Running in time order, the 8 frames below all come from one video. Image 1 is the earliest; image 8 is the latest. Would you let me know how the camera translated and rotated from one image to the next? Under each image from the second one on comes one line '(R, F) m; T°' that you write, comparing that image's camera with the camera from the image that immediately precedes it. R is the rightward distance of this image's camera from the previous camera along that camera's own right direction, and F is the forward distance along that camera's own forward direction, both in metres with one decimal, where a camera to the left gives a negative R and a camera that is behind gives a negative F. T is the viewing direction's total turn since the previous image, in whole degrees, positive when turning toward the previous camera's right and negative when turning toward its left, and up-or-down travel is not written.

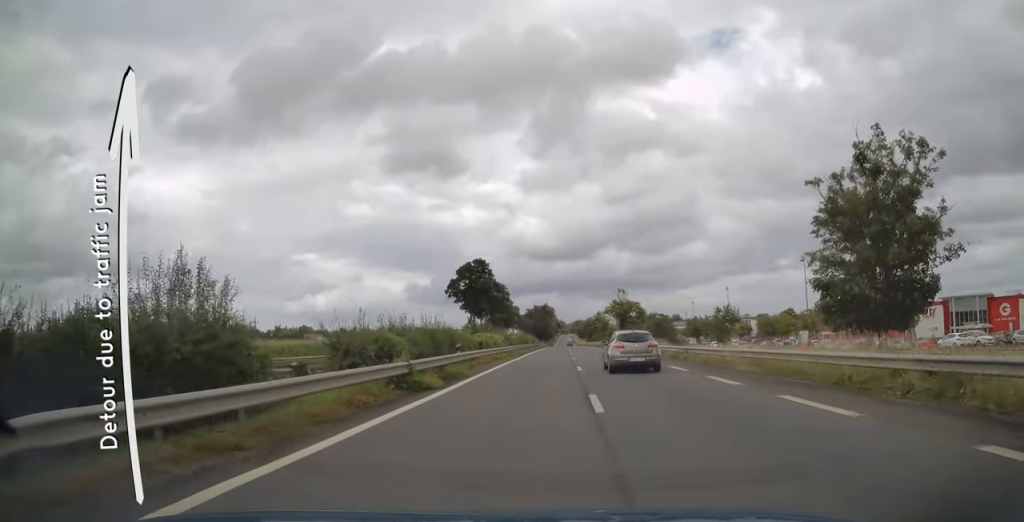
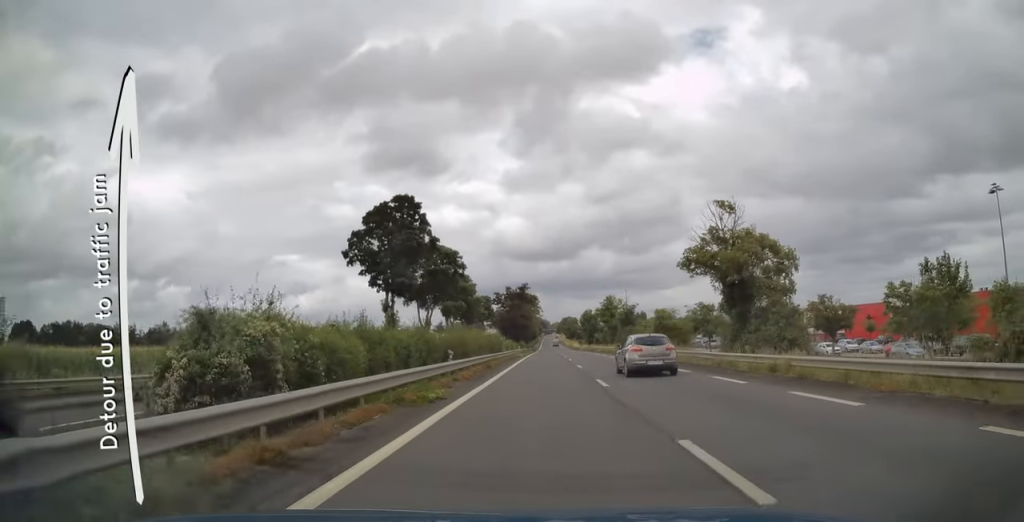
(+0.6, +57.5) m; +1°
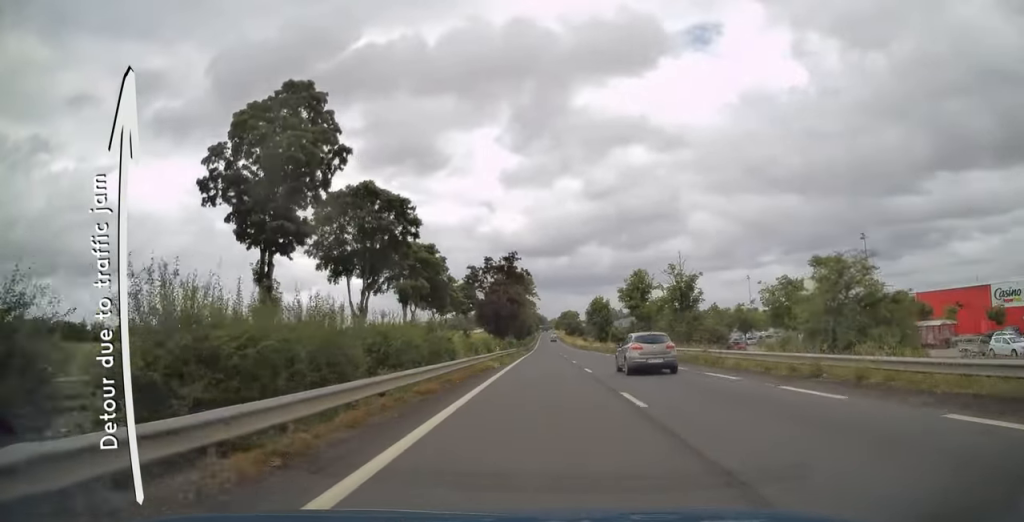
(0.0, +31.9) m; 0°
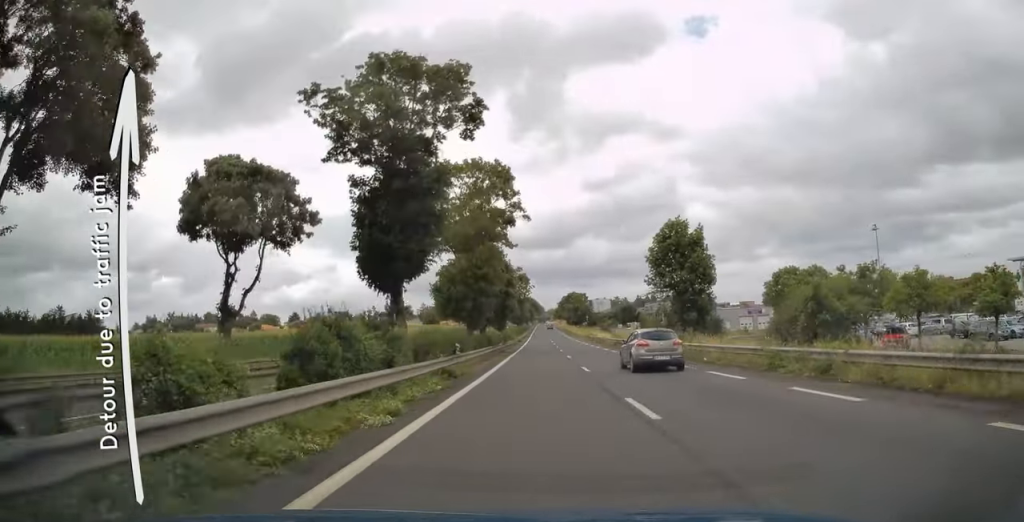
(+1.0, +66.3) m; +1°
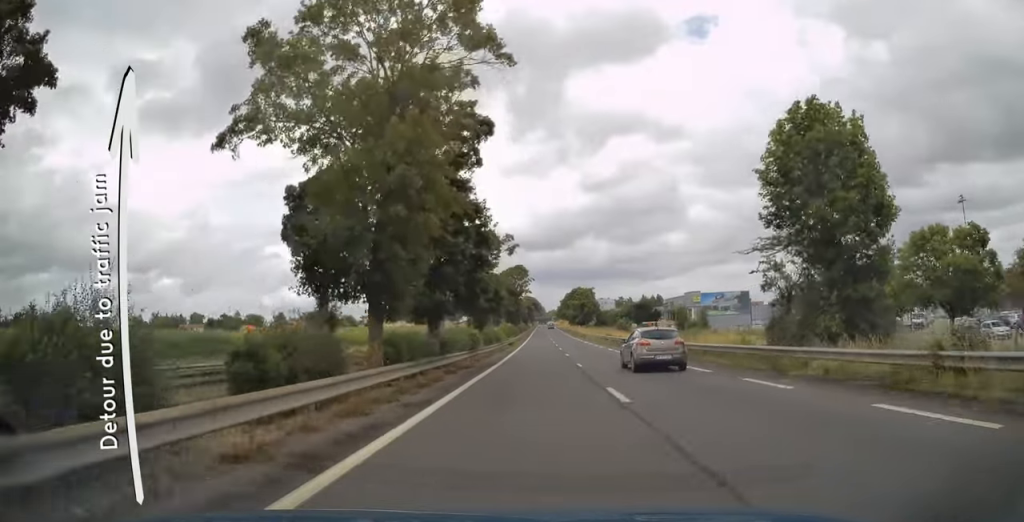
(0.0, +23.3) m; -1°
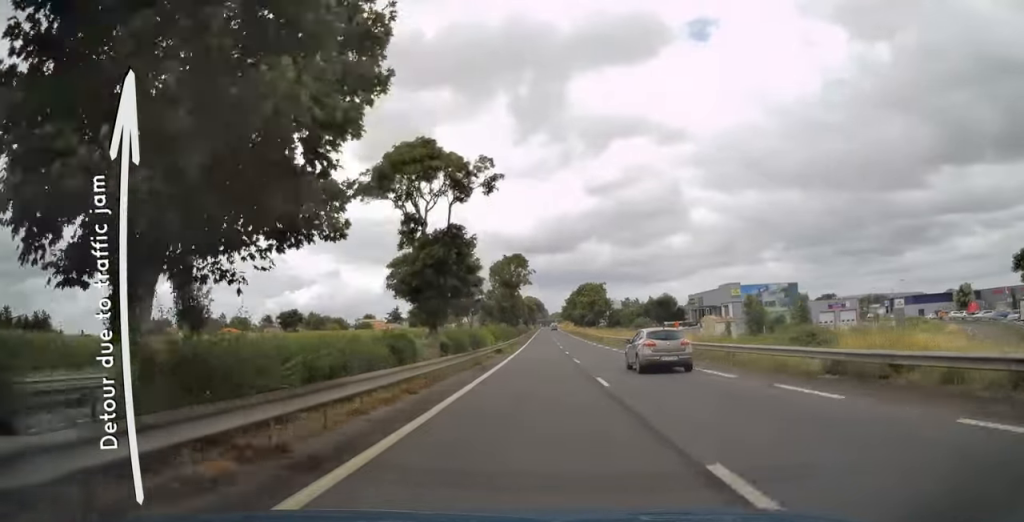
(-0.2, +21.7) m; 0°
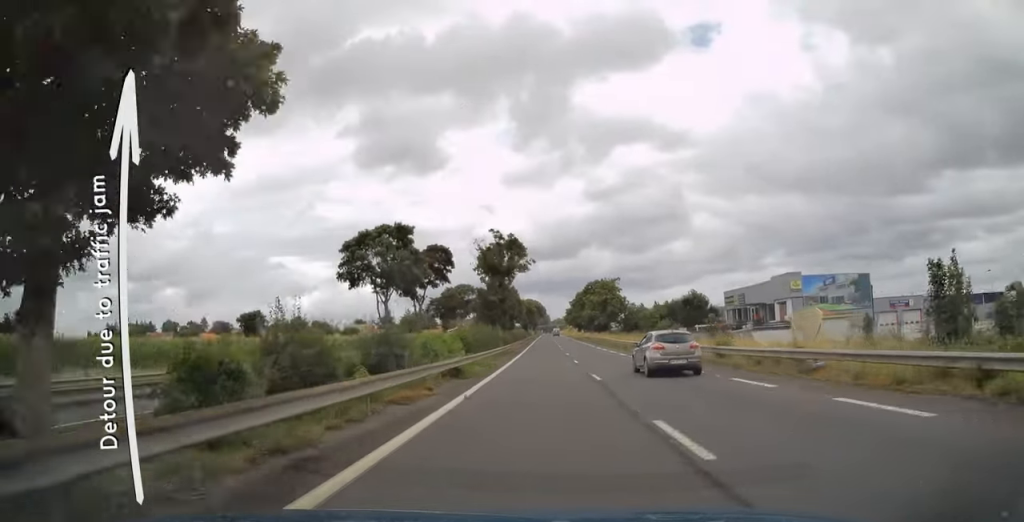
(-0.1, +22.2) m; 0°
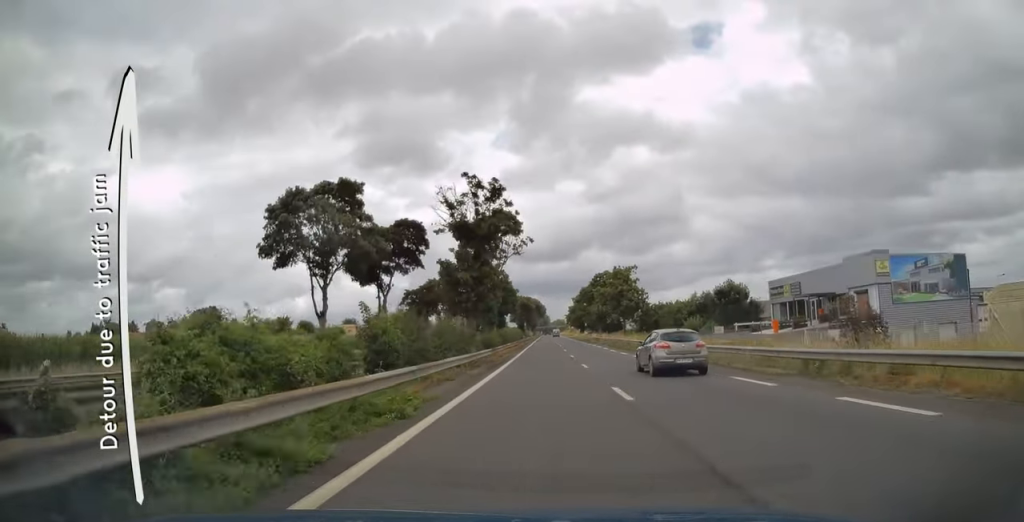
(+0.2, +19.6) m; 0°
